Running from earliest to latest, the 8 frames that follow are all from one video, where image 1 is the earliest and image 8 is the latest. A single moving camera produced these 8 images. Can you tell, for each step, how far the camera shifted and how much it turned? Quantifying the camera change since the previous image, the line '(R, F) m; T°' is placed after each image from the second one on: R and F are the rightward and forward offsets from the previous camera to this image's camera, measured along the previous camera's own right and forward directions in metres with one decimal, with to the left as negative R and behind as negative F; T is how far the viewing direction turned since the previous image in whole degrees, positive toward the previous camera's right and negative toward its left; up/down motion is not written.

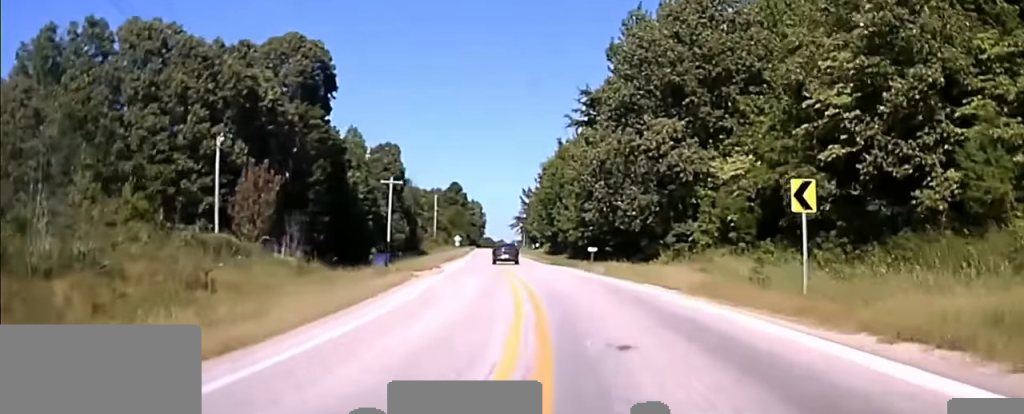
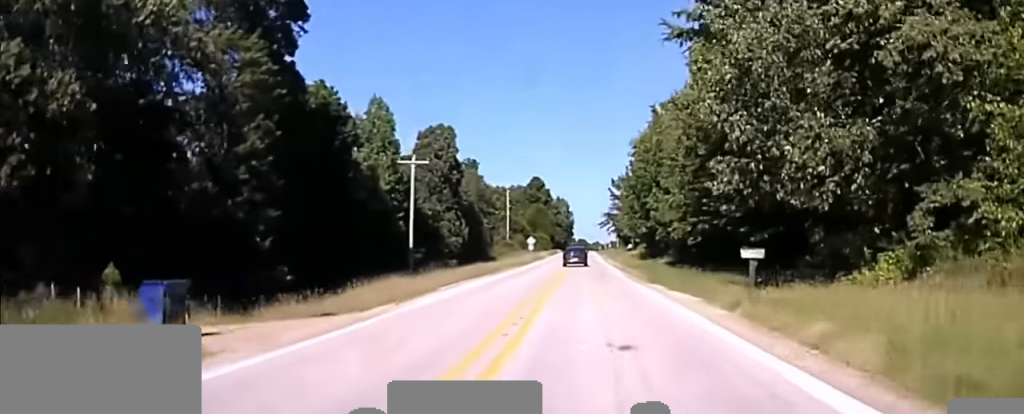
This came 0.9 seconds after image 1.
(-3.1, +36.2) m; -7°
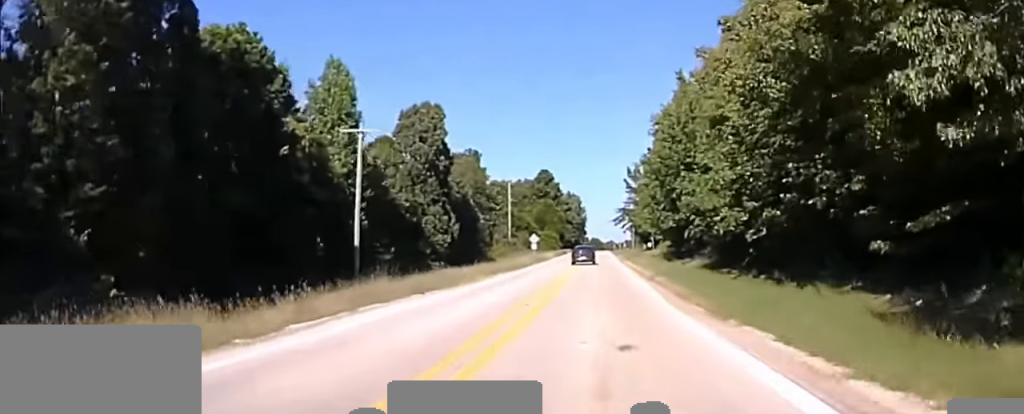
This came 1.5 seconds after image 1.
(-0.8, +22.3) m; -2°
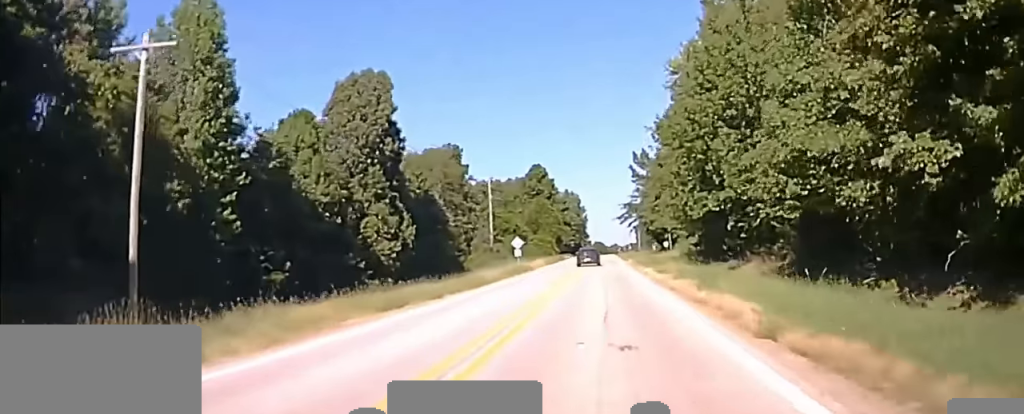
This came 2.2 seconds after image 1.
(-1.0, +30.1) m; -1°
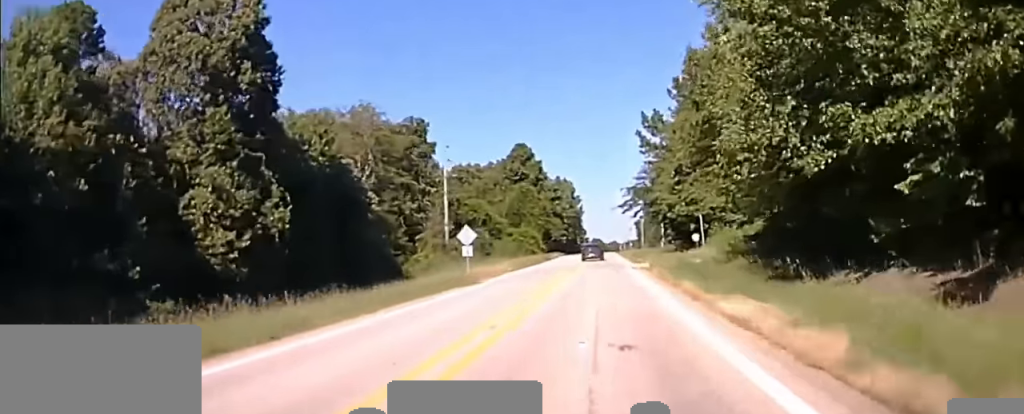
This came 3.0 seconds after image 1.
(+0.4, +29.5) m; +1°
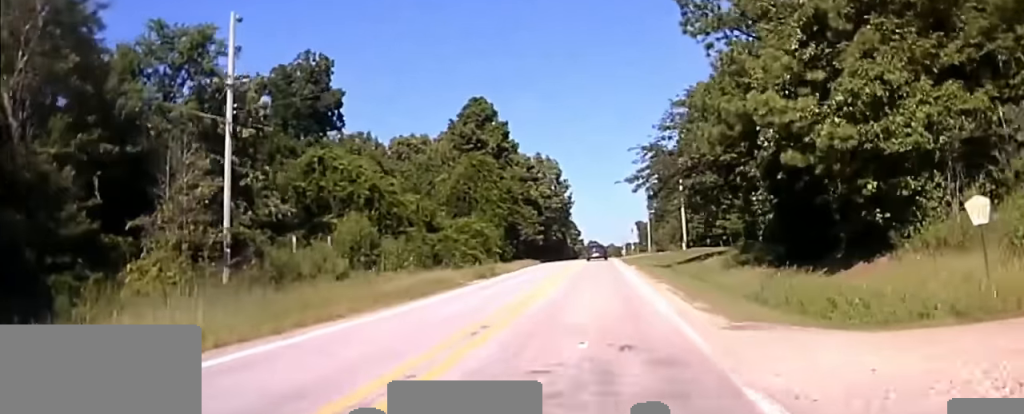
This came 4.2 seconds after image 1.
(+0.2, +39.0) m; 0°
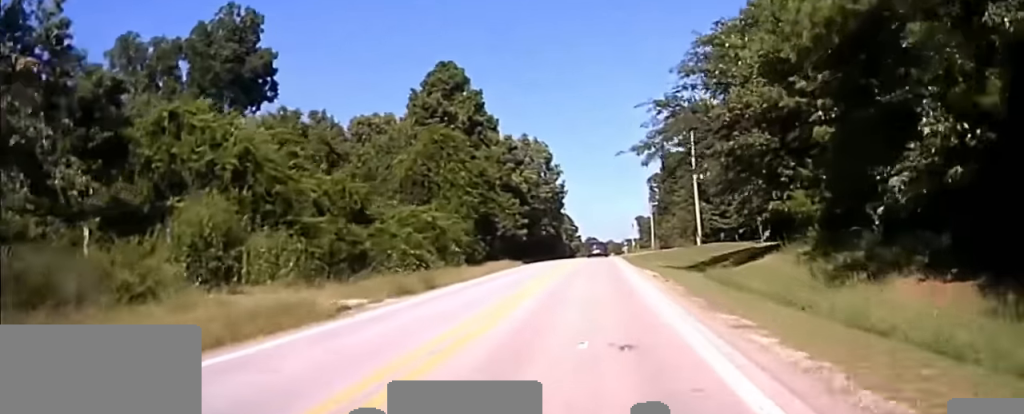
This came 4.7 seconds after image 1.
(-0.1, +14.1) m; 0°
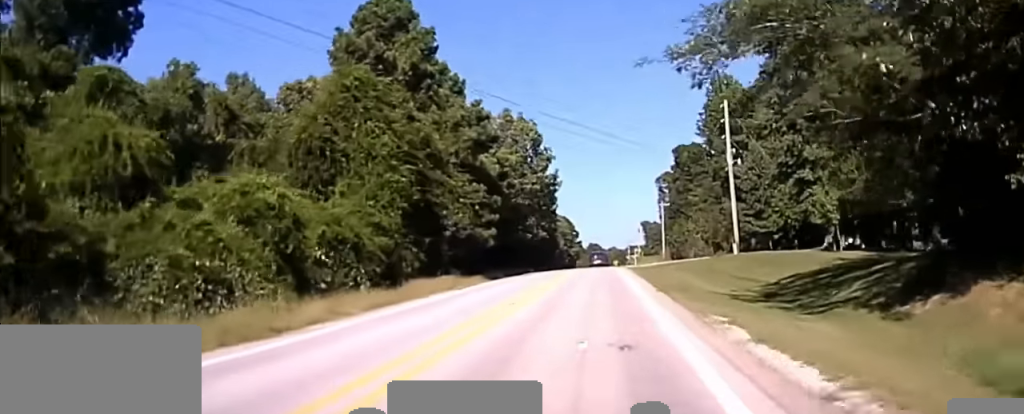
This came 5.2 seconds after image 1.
(0.0, +17.5) m; 0°
